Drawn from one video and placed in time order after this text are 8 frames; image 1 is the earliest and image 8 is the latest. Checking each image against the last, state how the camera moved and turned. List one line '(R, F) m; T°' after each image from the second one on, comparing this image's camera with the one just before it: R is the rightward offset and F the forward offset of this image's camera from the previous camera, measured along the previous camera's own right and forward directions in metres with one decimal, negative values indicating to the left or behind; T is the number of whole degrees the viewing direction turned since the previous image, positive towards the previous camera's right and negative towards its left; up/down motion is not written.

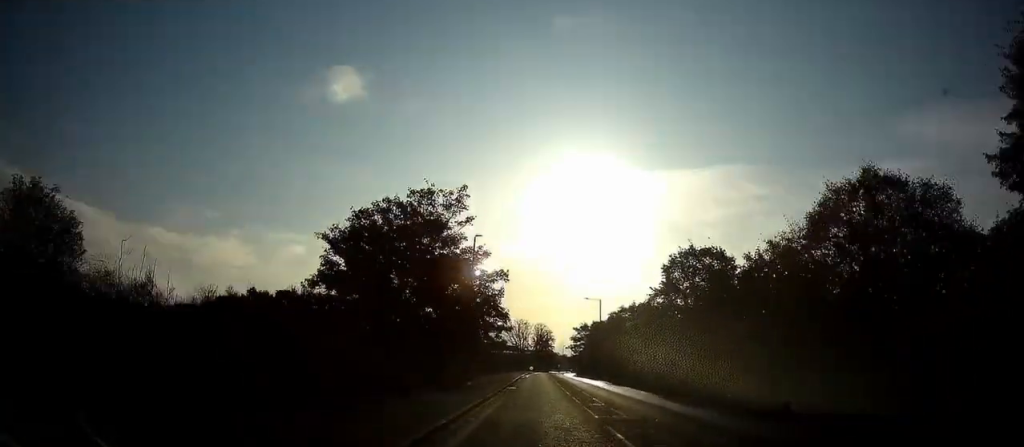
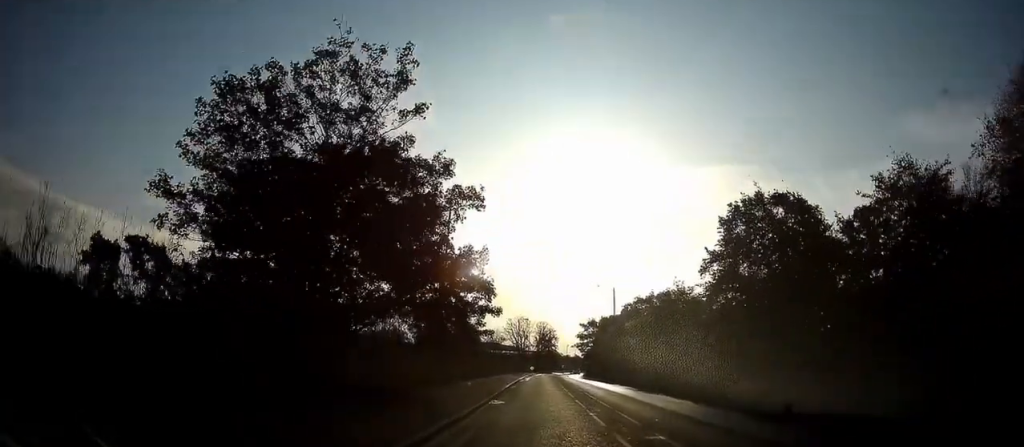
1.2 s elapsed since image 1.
(+0.4, +12.8) m; +1°
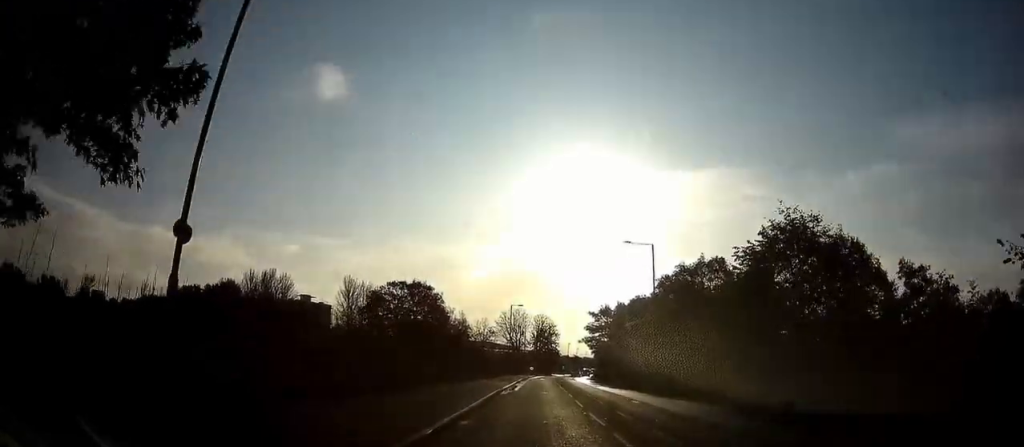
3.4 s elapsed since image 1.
(-0.4, +23.7) m; 0°
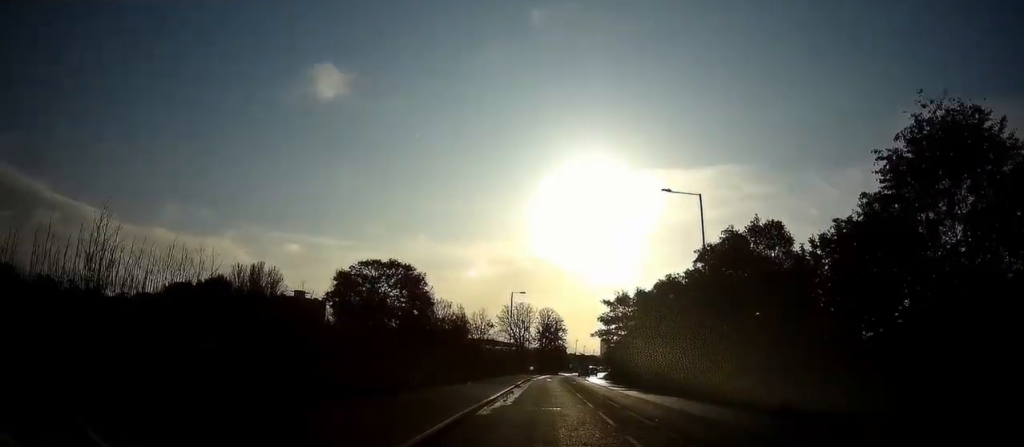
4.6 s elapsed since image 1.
(+0.1, +12.2) m; -1°
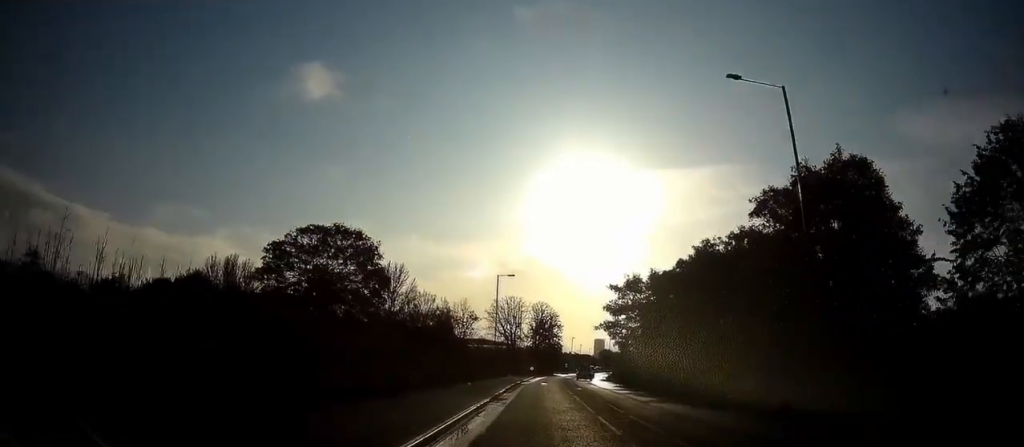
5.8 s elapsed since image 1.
(-0.4, +12.6) m; 0°
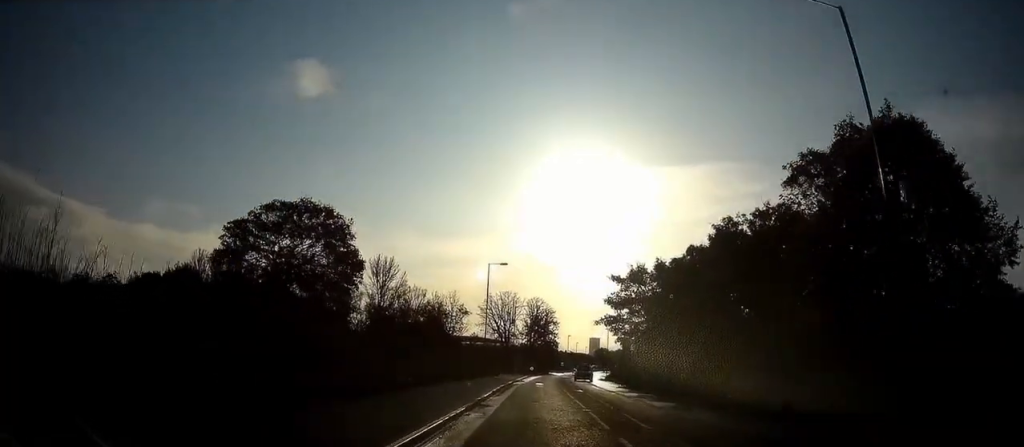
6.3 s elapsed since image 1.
(+0.2, +5.1) m; 0°
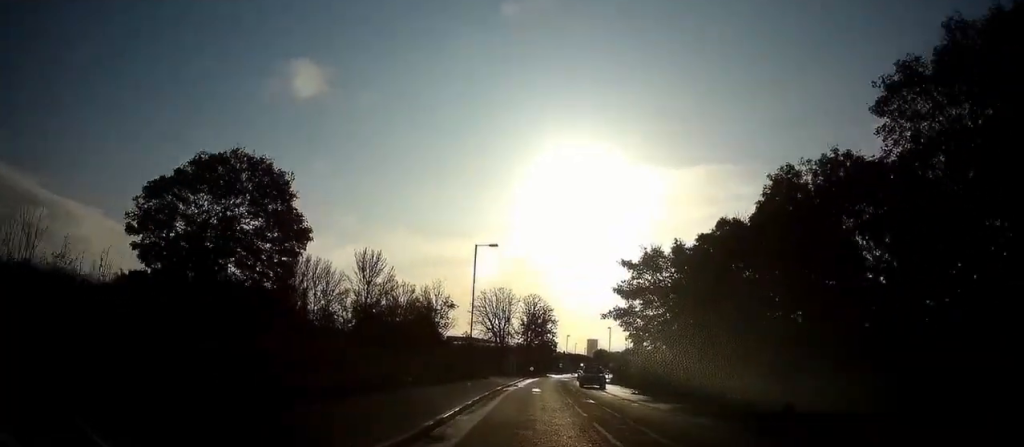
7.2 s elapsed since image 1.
(0.0, +8.4) m; 0°
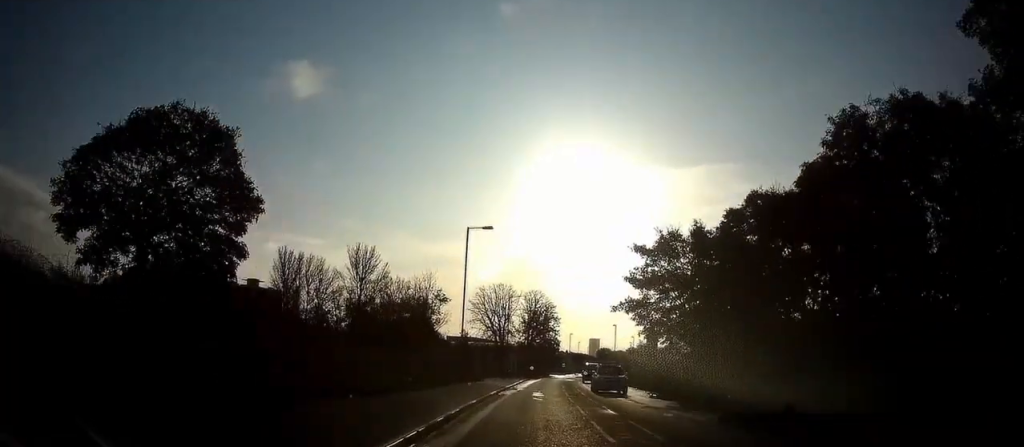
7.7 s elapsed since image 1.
(-0.2, +5.6) m; -1°
